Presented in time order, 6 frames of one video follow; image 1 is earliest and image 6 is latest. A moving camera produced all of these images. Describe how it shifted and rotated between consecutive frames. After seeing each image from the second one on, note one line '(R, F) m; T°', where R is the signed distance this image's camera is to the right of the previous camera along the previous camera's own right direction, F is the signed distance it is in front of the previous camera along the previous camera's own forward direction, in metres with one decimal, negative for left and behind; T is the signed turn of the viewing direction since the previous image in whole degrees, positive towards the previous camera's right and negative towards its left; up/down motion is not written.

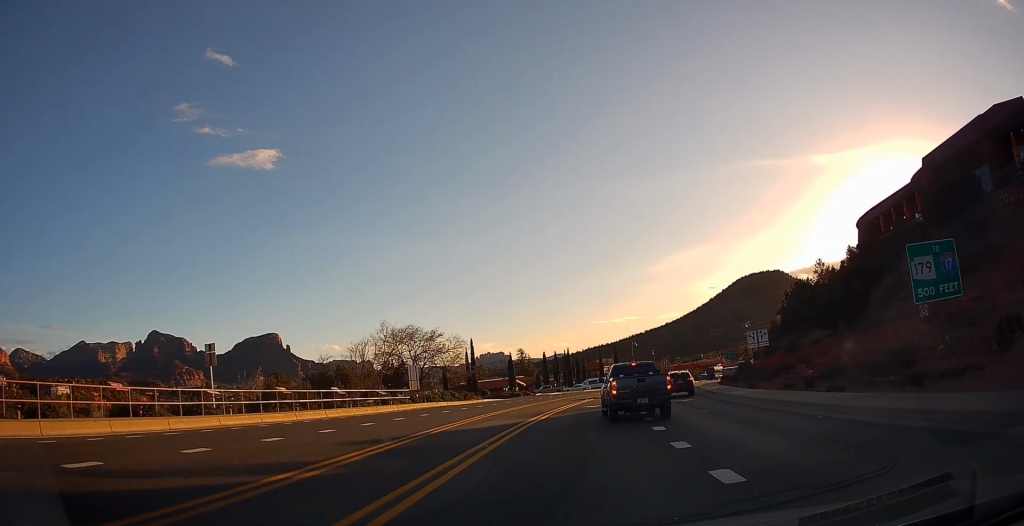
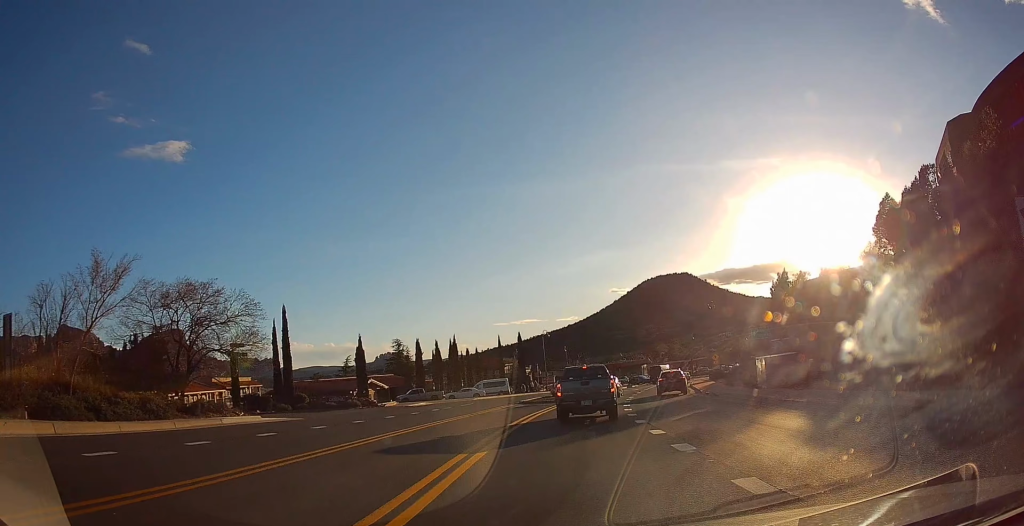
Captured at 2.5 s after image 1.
(+4.5, +38.0) m; +10°
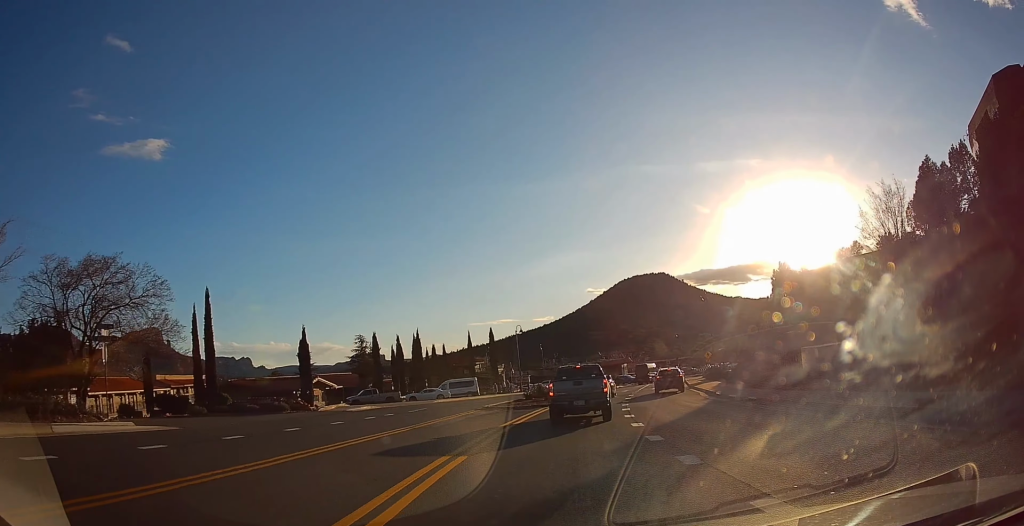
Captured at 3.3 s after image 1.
(+0.1, +10.5) m; +2°
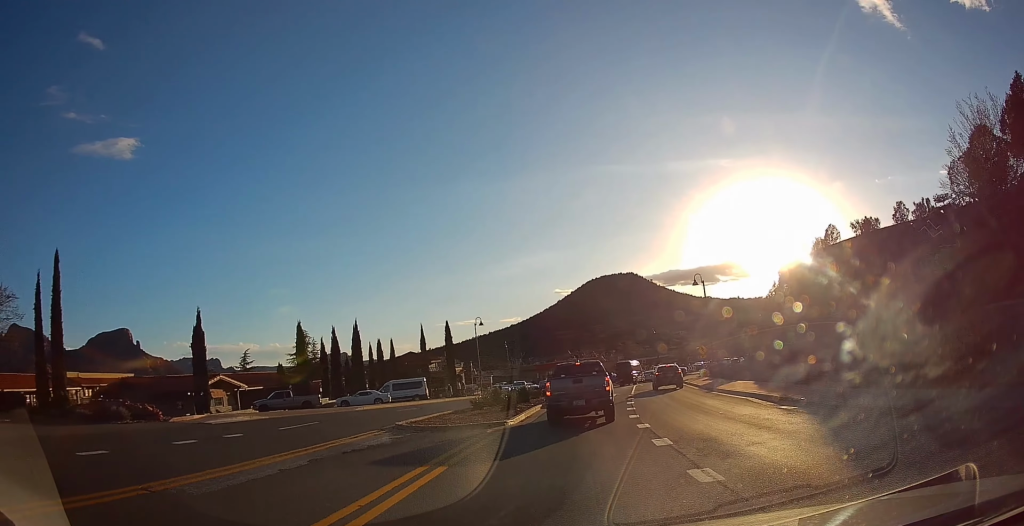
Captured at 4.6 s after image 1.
(+0.9, +15.4) m; +6°
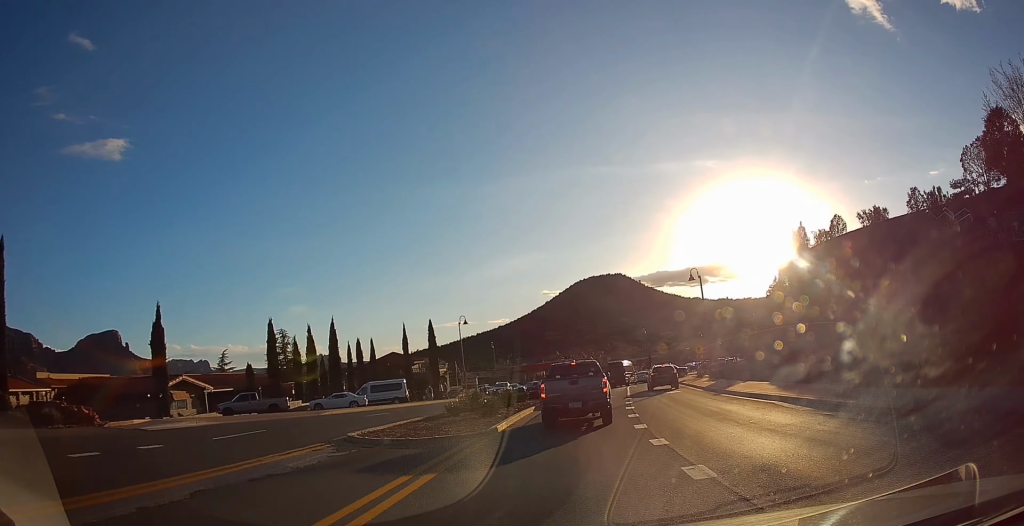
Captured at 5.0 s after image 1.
(+0.2, +4.8) m; +1°
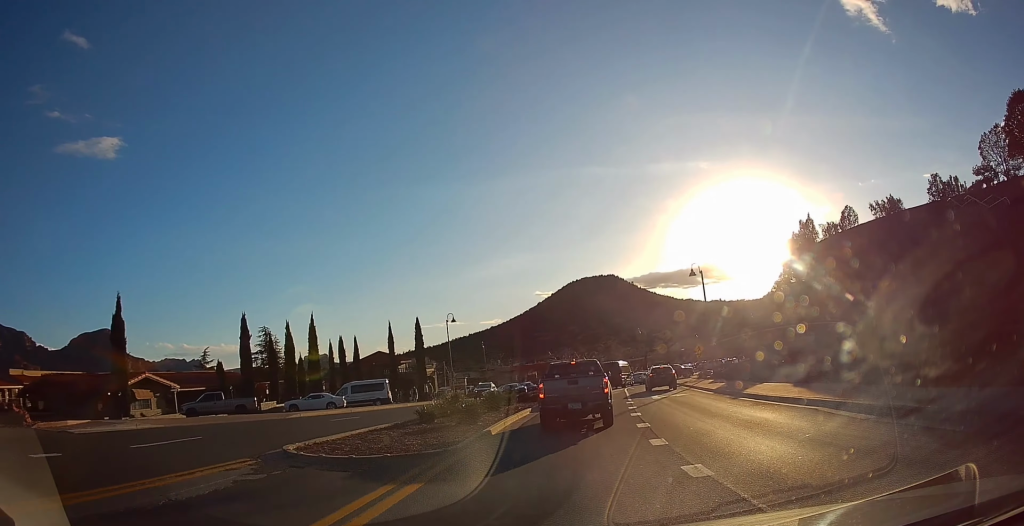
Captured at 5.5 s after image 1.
(0.0, +4.7) m; +1°
